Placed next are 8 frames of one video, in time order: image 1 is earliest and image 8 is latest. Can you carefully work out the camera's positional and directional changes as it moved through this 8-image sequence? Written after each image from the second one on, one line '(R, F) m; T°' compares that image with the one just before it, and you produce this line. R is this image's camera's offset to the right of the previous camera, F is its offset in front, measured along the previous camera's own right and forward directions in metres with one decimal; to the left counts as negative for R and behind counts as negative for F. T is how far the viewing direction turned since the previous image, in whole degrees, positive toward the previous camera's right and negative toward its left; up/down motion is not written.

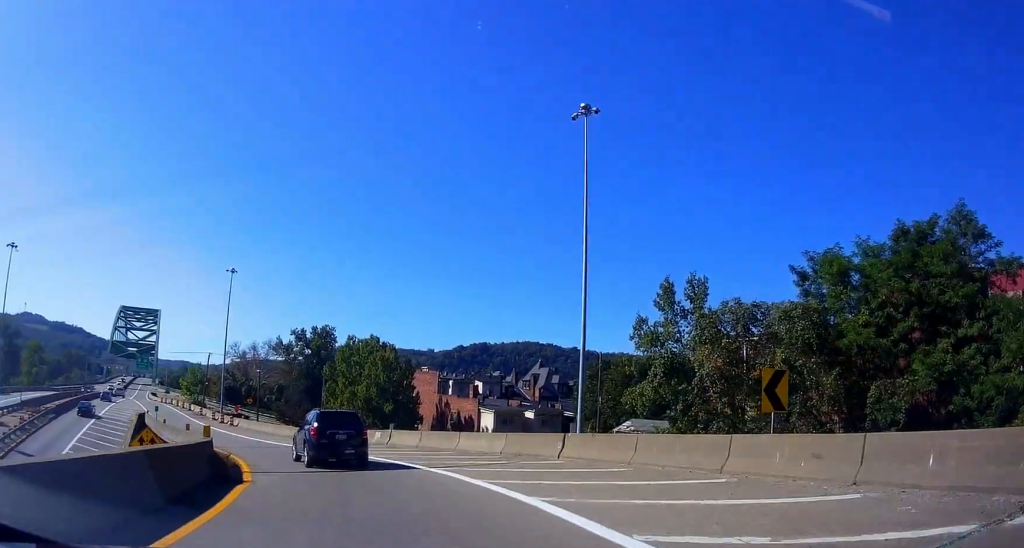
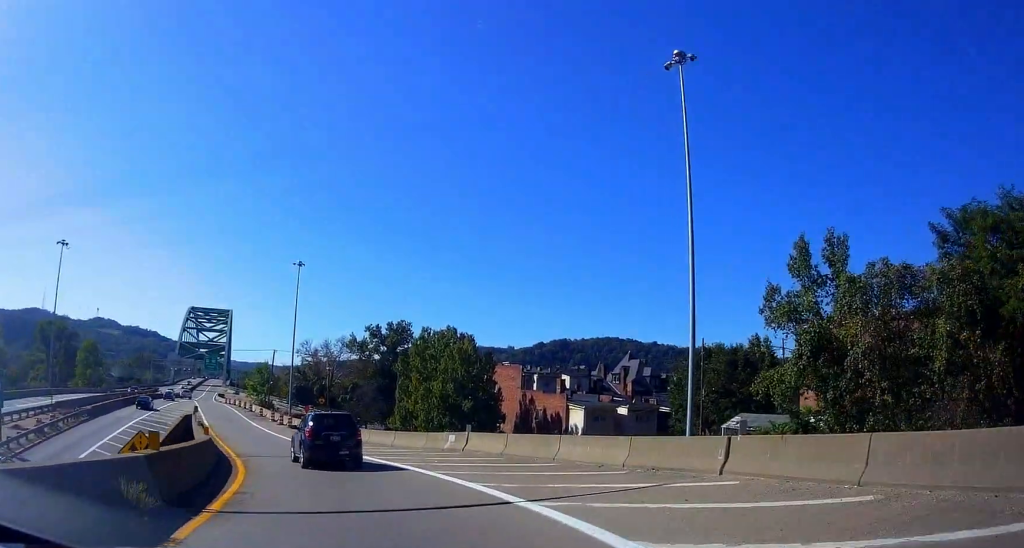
(-0.8, +7.1) m; -9°
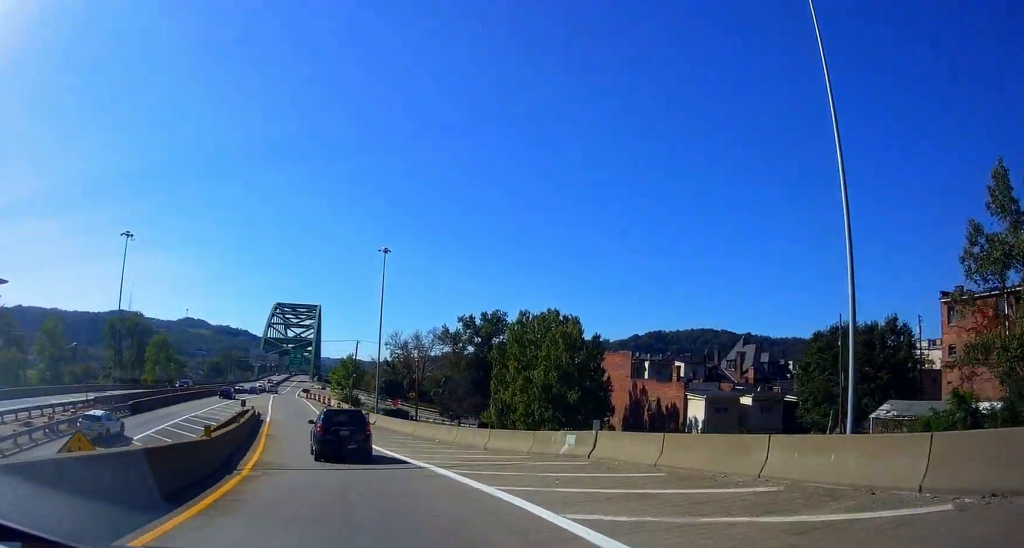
(-0.8, +8.4) m; -10°
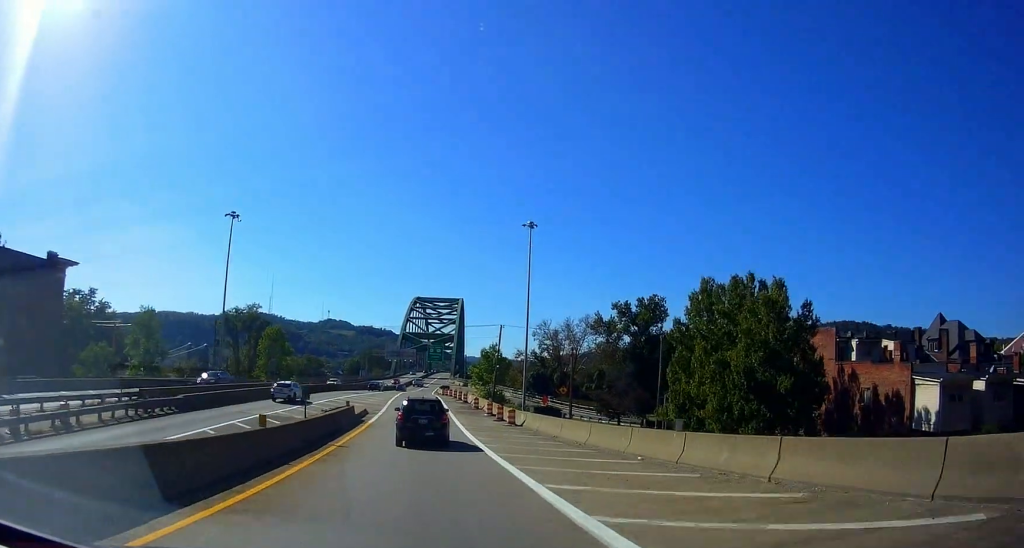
(-1.5, +14.5) m; -8°
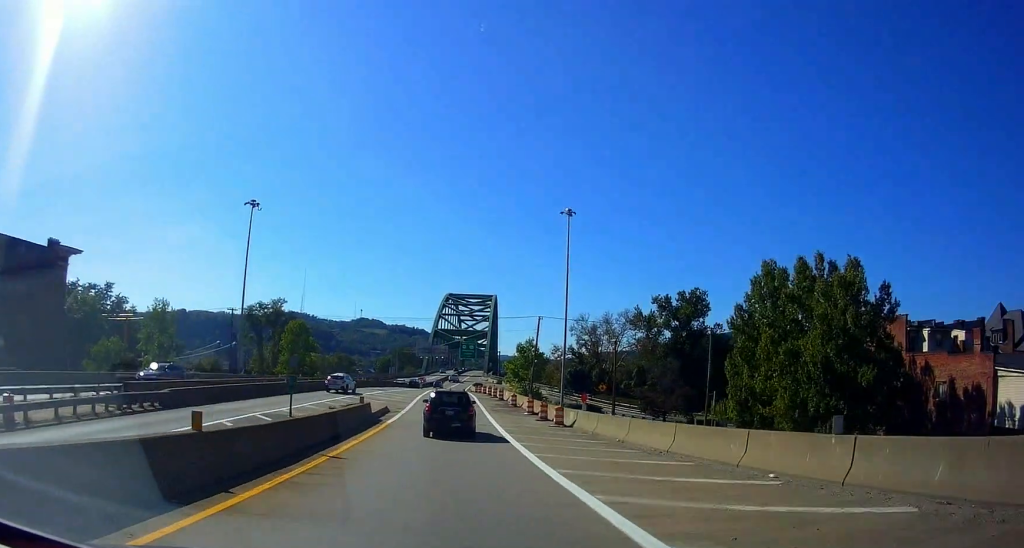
(-0.3, +5.9) m; -2°
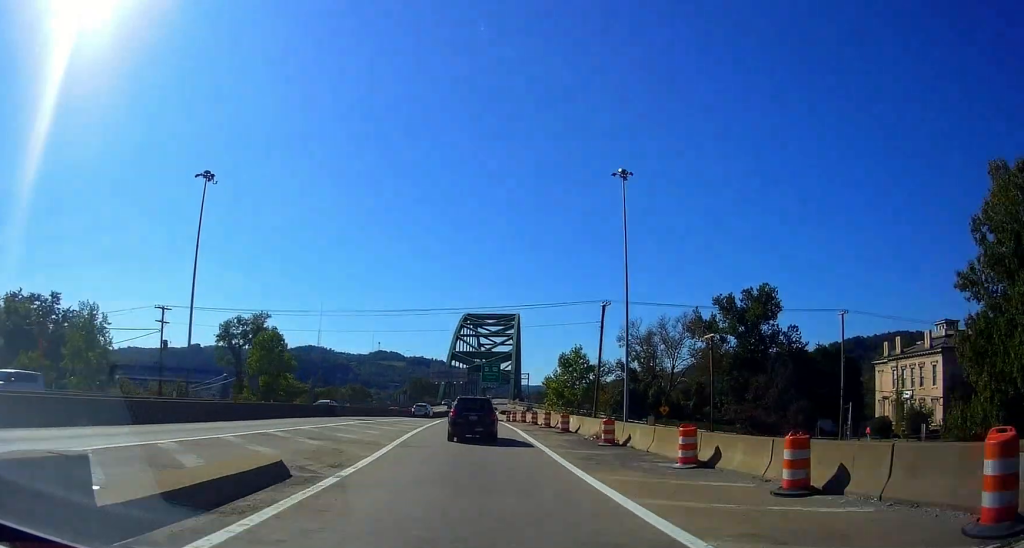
(-1.5, +24.8) m; -6°
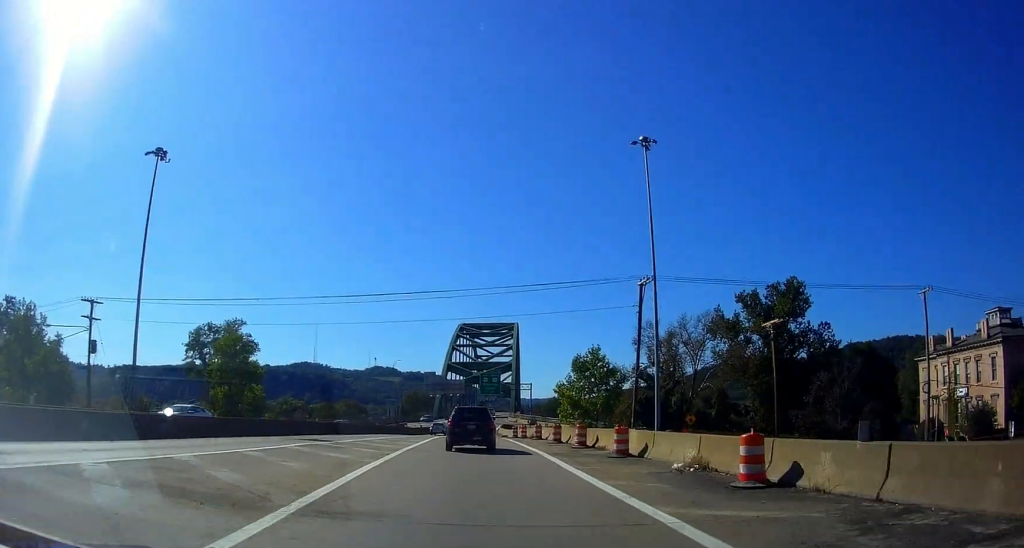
(-0.1, +11.9) m; +1°
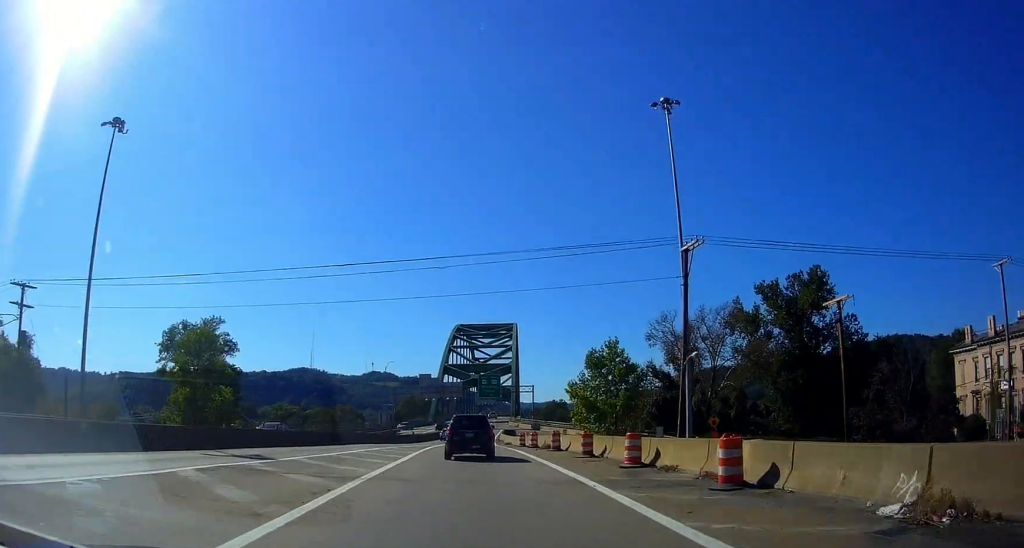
(0.0, +8.6) m; +2°
